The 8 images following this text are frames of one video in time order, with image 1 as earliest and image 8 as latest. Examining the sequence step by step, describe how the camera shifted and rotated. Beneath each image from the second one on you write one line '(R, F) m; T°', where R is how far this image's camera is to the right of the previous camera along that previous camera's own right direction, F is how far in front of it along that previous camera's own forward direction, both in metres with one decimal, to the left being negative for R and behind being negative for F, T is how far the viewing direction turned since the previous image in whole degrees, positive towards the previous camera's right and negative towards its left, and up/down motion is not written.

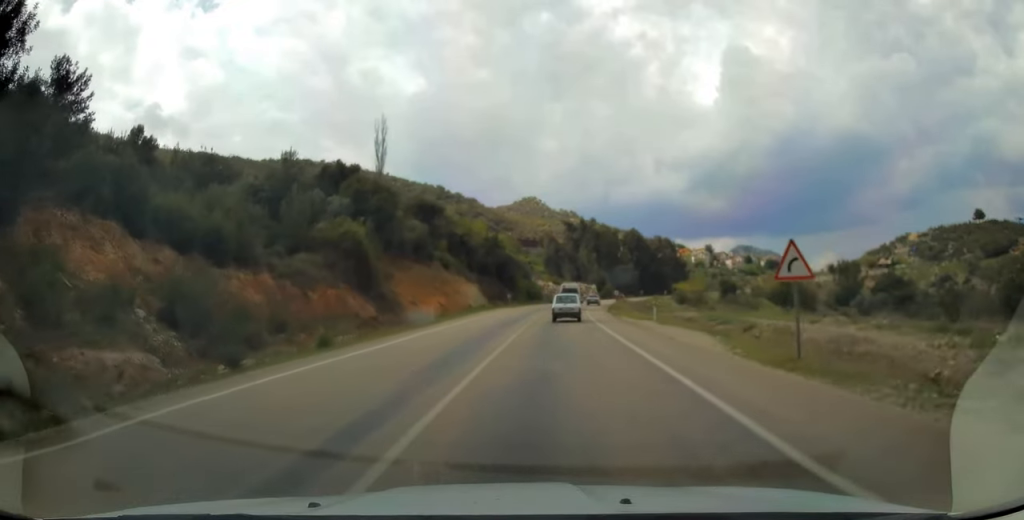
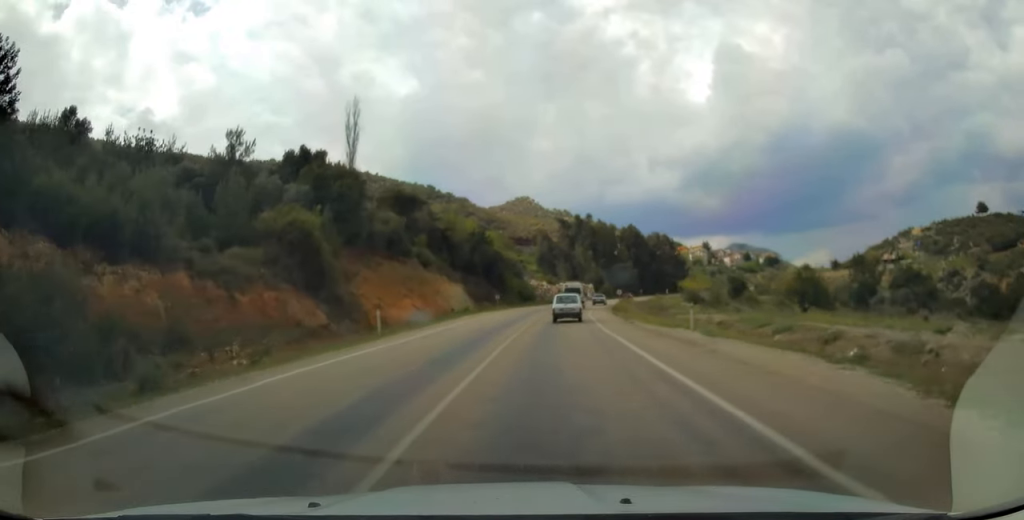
(0.0, +9.5) m; 0°
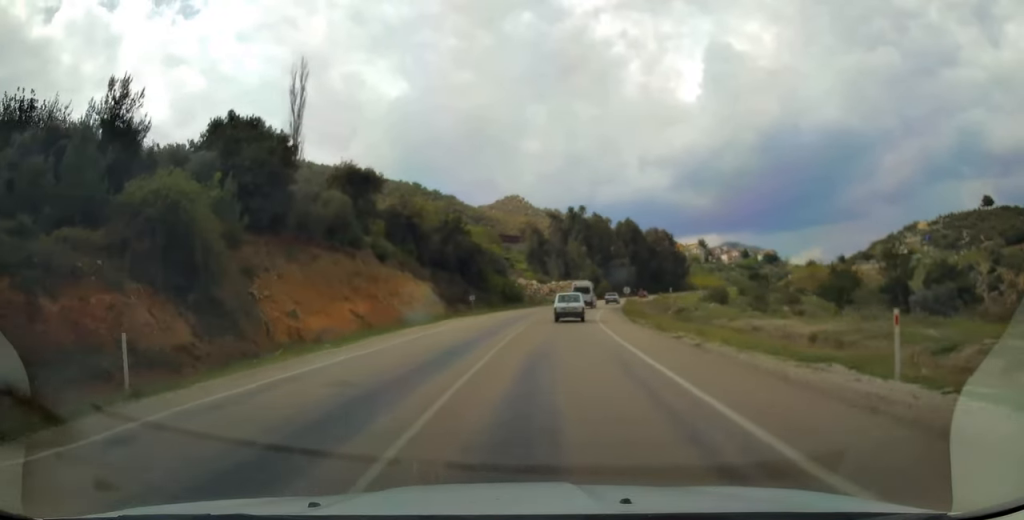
(+0.1, +14.4) m; +1°
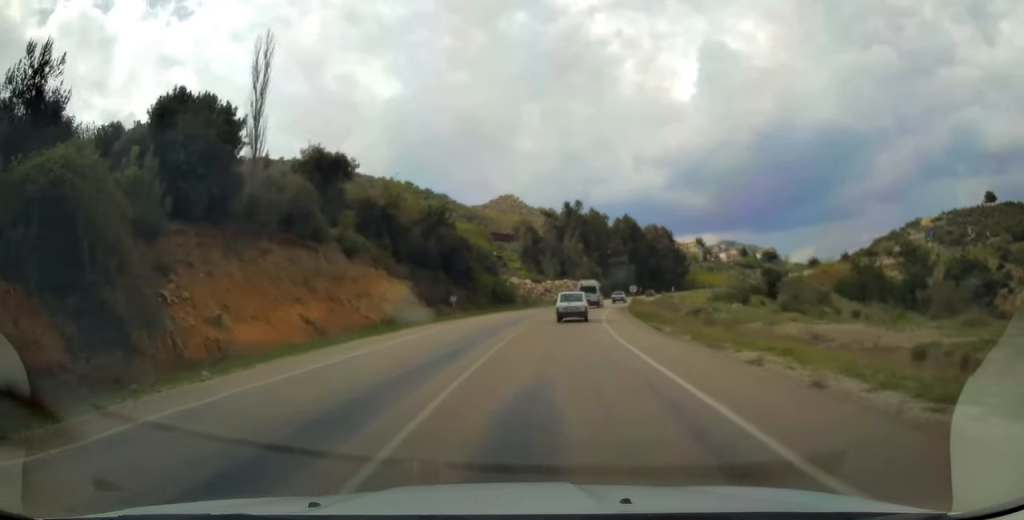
(0.0, +7.4) m; +1°
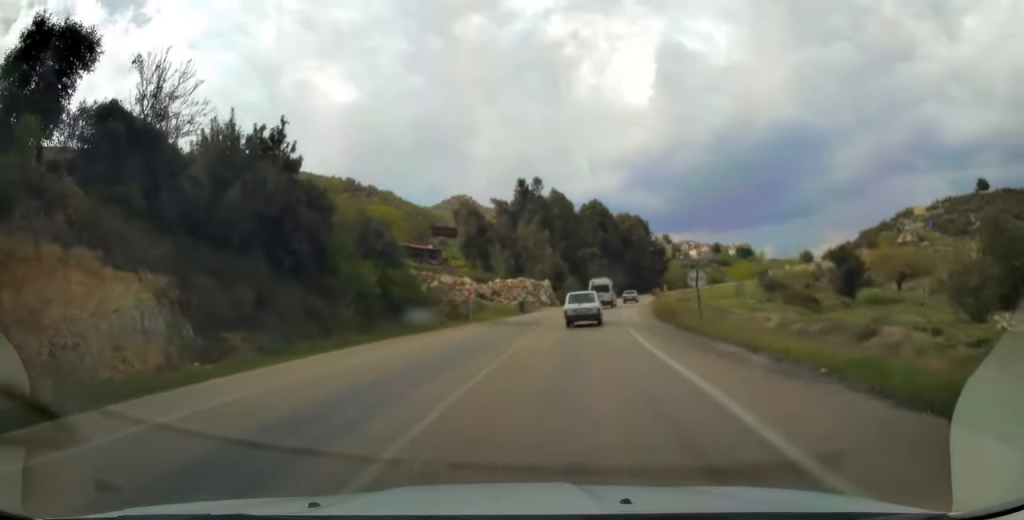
(+0.9, +30.9) m; +4°
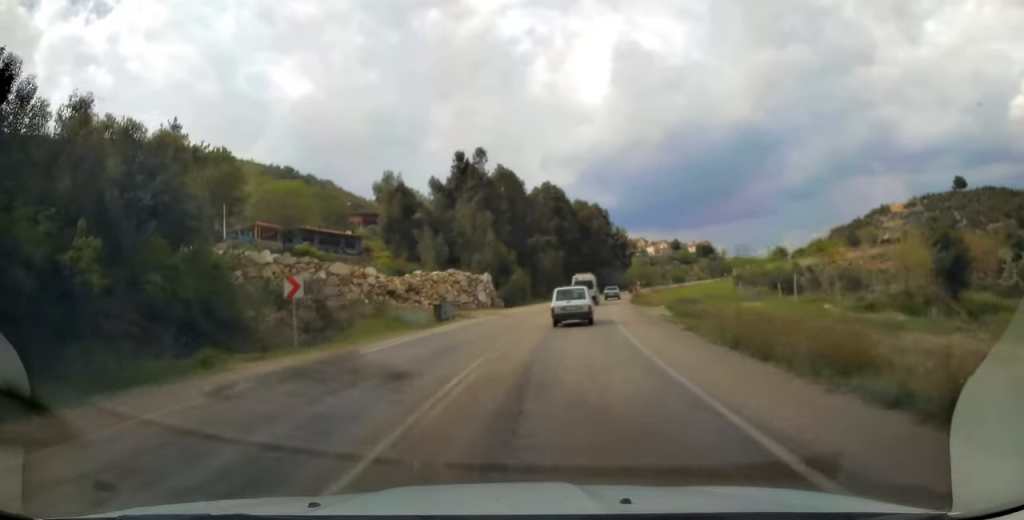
(+0.8, +20.8) m; +4°
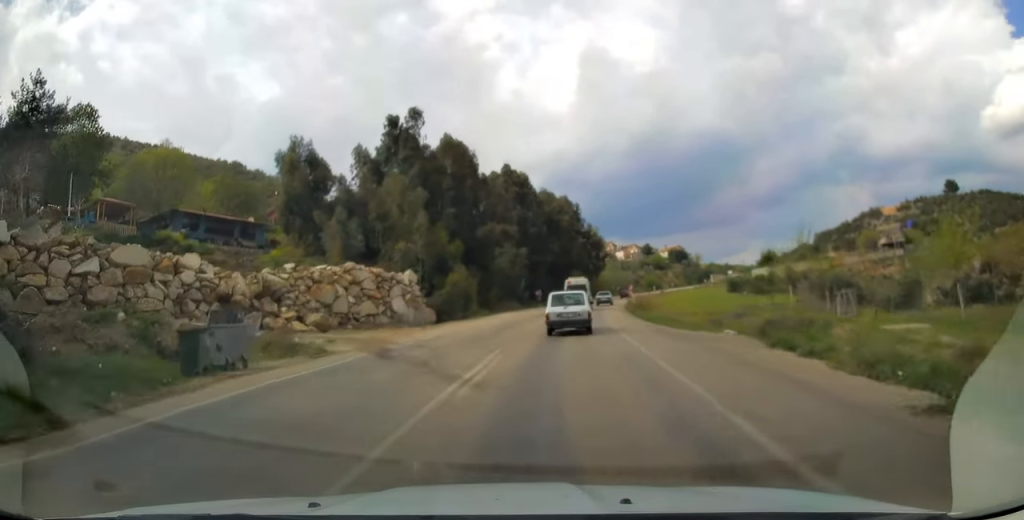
(+0.7, +21.8) m; +4°
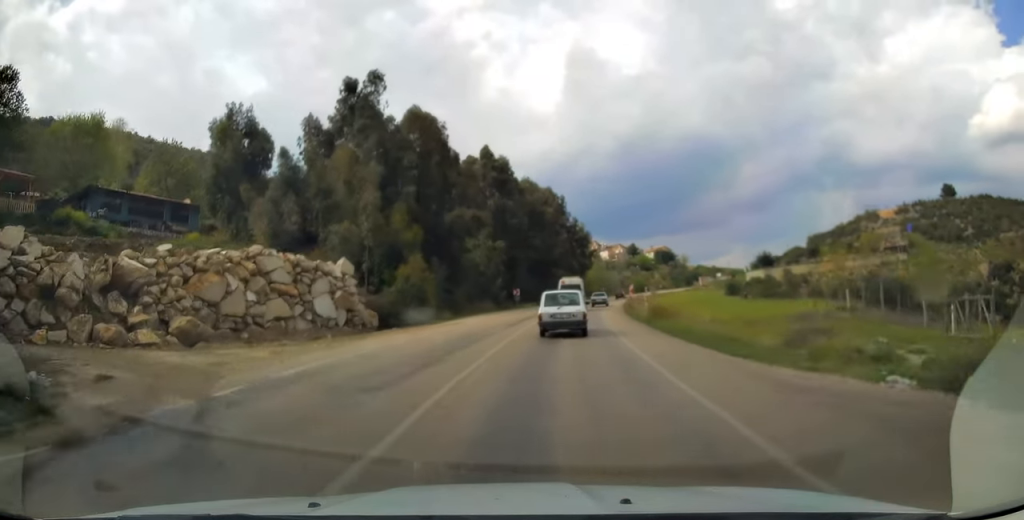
(+0.3, +10.8) m; +2°
